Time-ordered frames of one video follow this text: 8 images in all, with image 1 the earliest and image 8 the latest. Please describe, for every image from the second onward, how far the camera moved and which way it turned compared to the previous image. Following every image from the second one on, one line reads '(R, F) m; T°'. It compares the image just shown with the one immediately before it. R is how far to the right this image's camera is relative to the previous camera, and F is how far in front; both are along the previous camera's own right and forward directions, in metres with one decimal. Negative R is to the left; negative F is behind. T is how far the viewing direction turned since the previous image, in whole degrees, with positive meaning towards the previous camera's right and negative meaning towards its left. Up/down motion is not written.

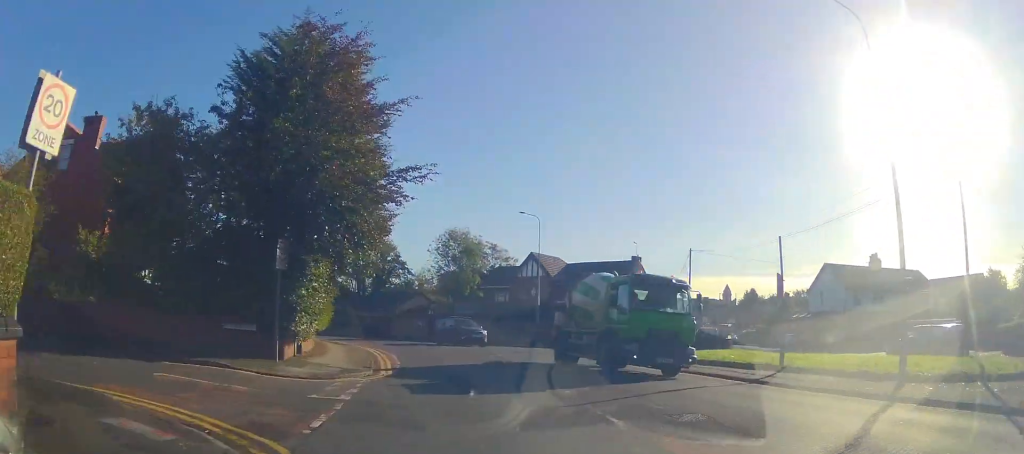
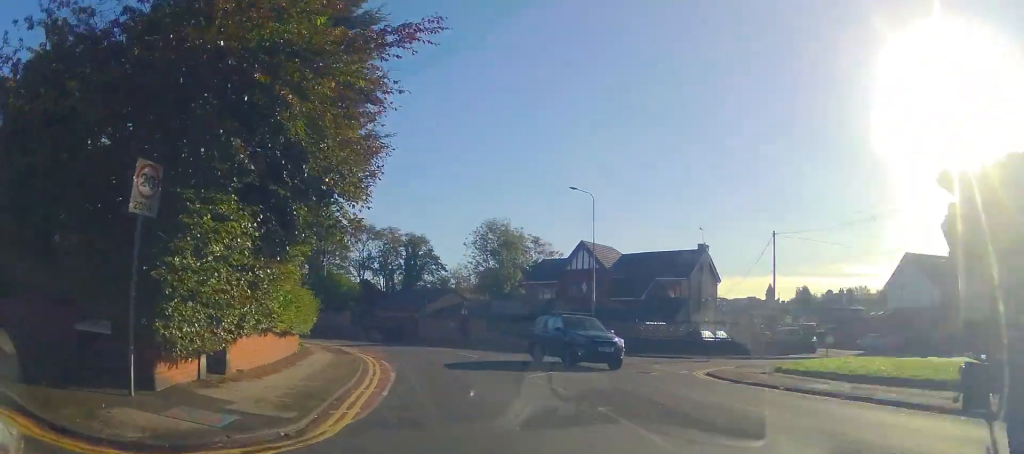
(-0.4, +7.9) m; -6°
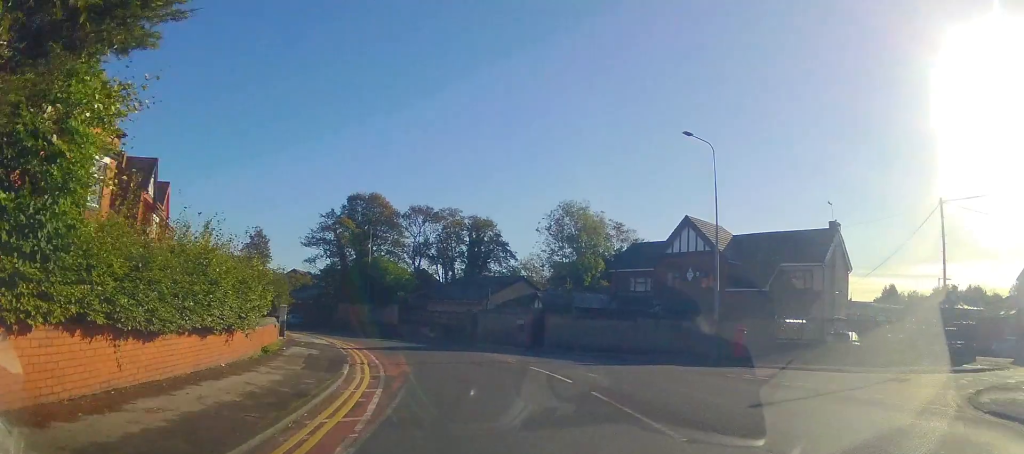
(-0.8, +10.4) m; -6°
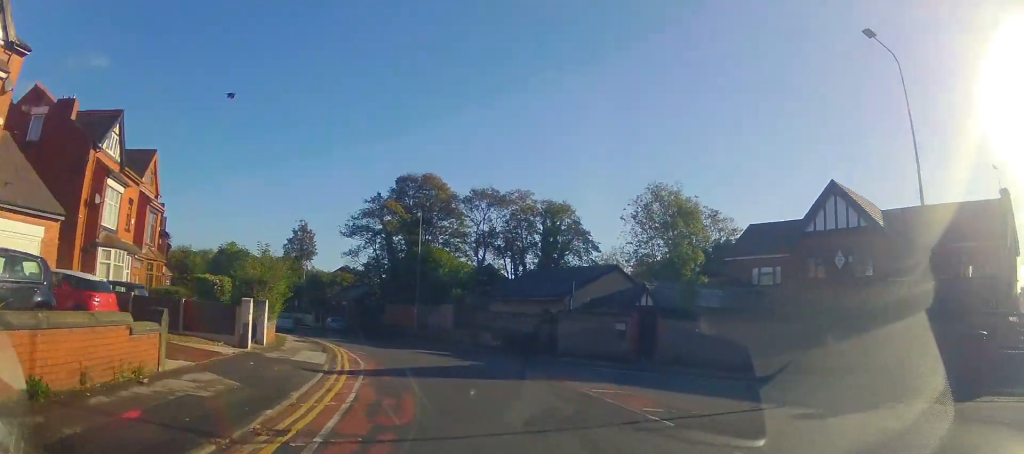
(-0.6, +10.3) m; -9°
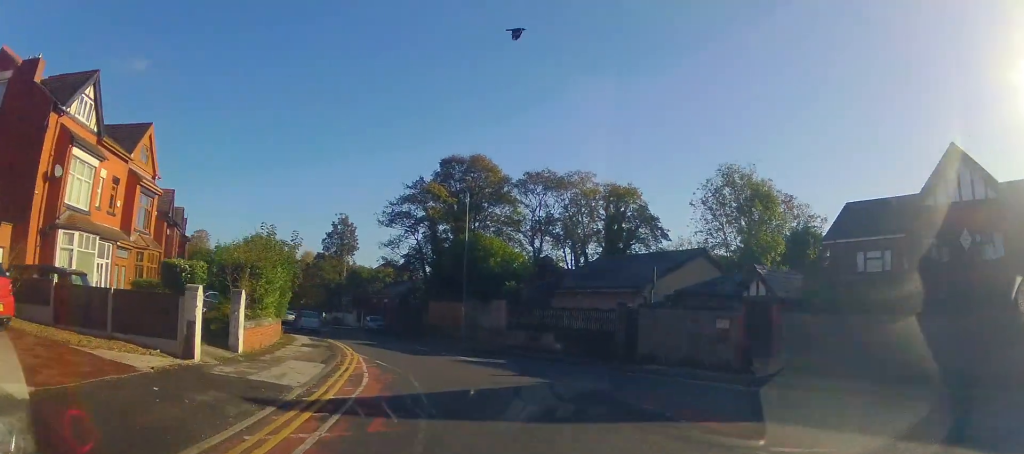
(-0.6, +6.0) m; -3°
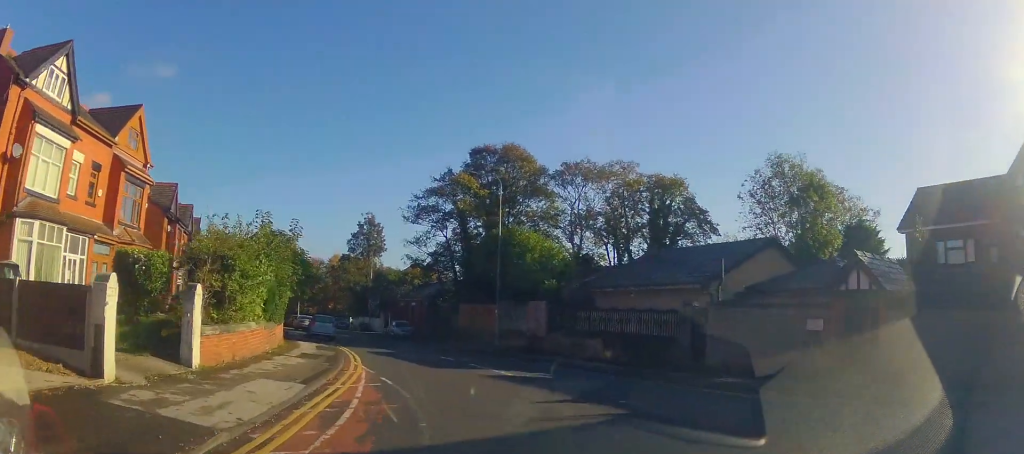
(+0.2, +4.0) m; -3°
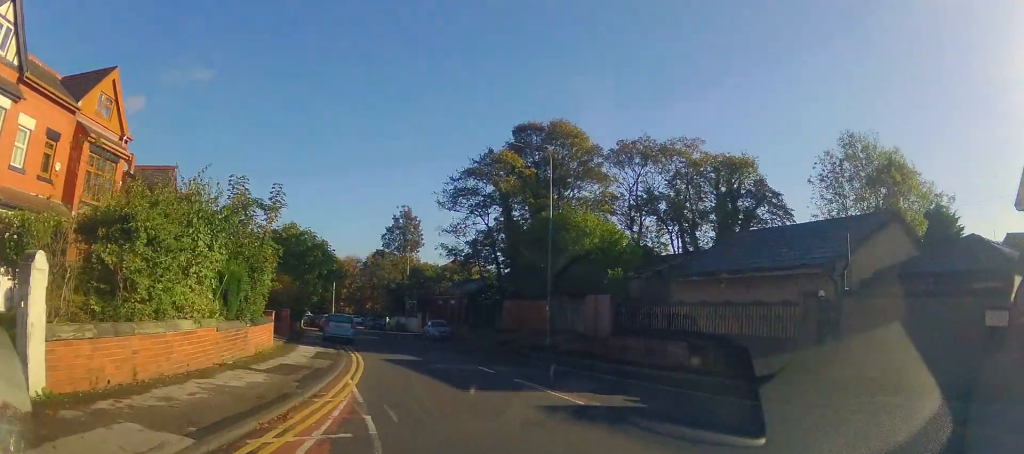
(0.0, +5.5) m; -5°
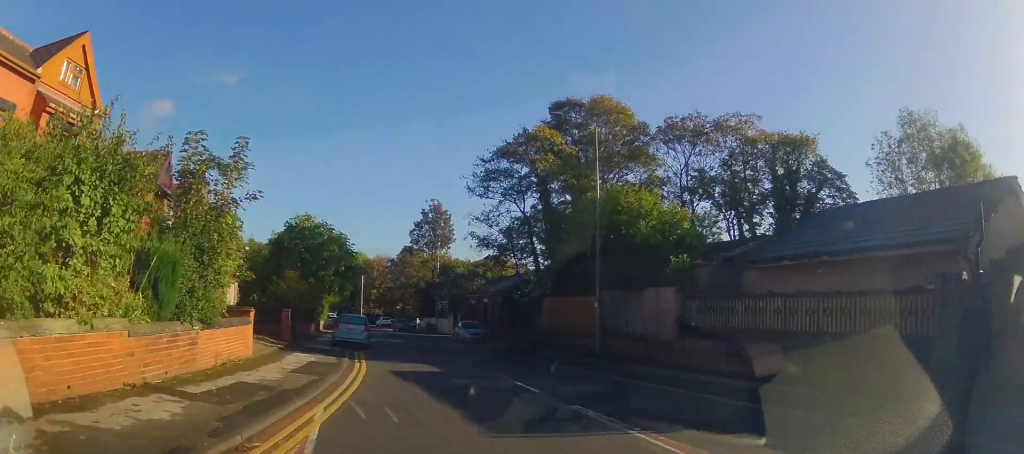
(-0.5, +4.2) m; -4°
